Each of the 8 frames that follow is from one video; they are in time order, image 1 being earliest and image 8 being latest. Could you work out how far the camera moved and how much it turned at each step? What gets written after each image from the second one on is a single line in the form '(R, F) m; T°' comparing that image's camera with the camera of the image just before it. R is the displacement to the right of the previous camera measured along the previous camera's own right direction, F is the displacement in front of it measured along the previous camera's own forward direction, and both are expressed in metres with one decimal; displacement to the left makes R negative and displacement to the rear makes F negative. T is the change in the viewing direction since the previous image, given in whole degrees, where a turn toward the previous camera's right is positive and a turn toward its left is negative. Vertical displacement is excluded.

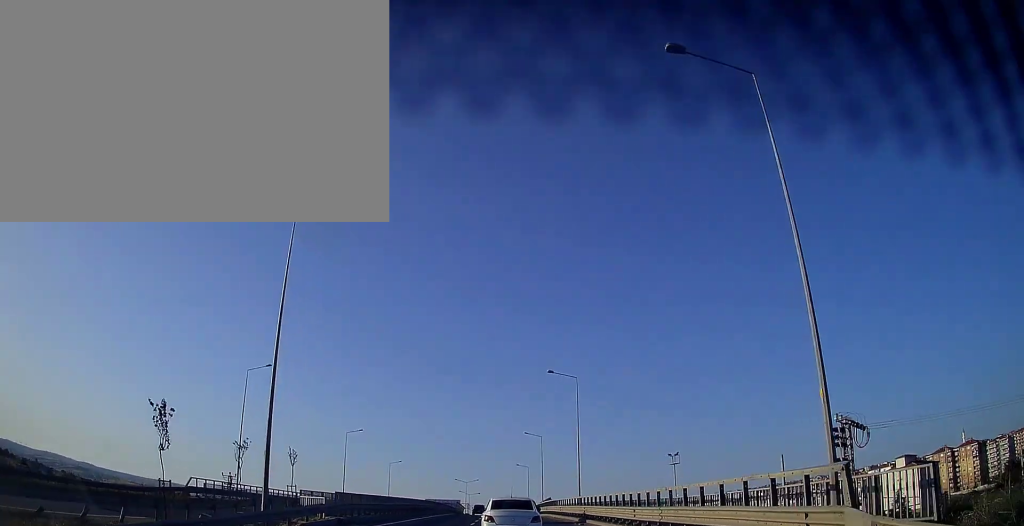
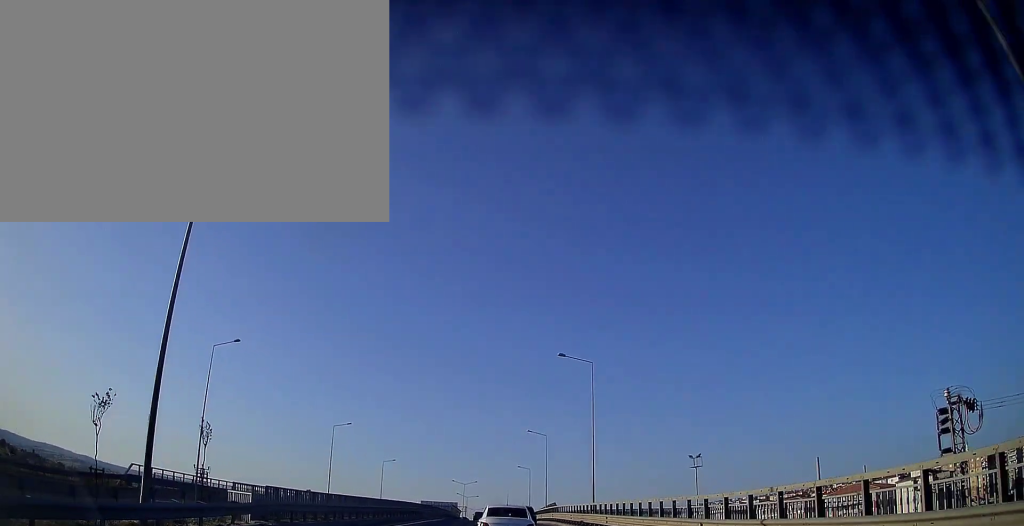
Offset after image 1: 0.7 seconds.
(+0.1, +8.1) m; +1°
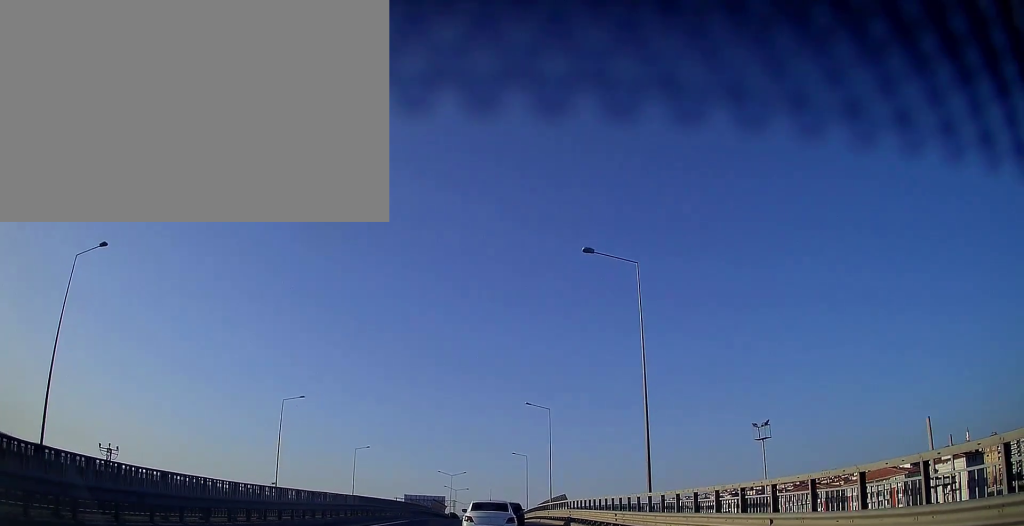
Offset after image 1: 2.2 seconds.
(0.0, +18.7) m; 0°
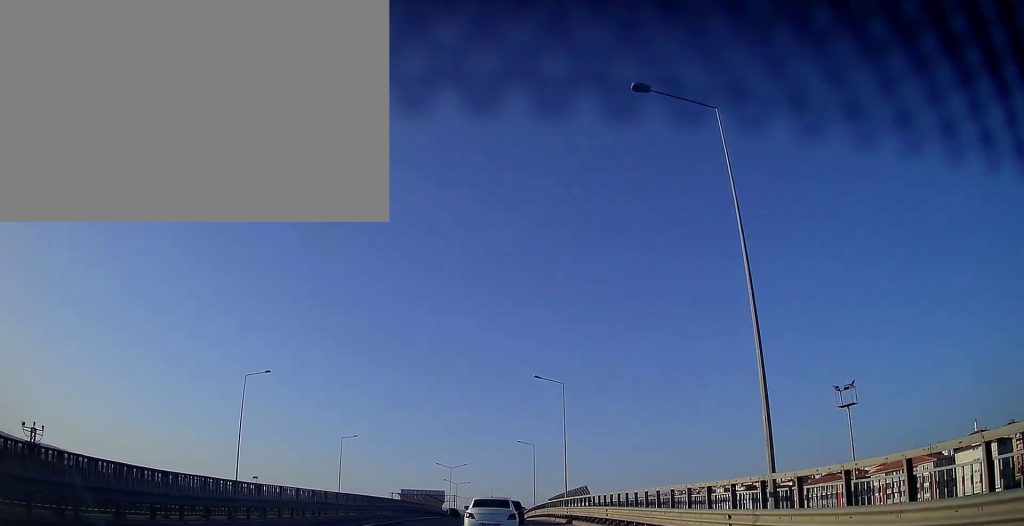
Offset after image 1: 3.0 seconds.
(0.0, +11.1) m; 0°
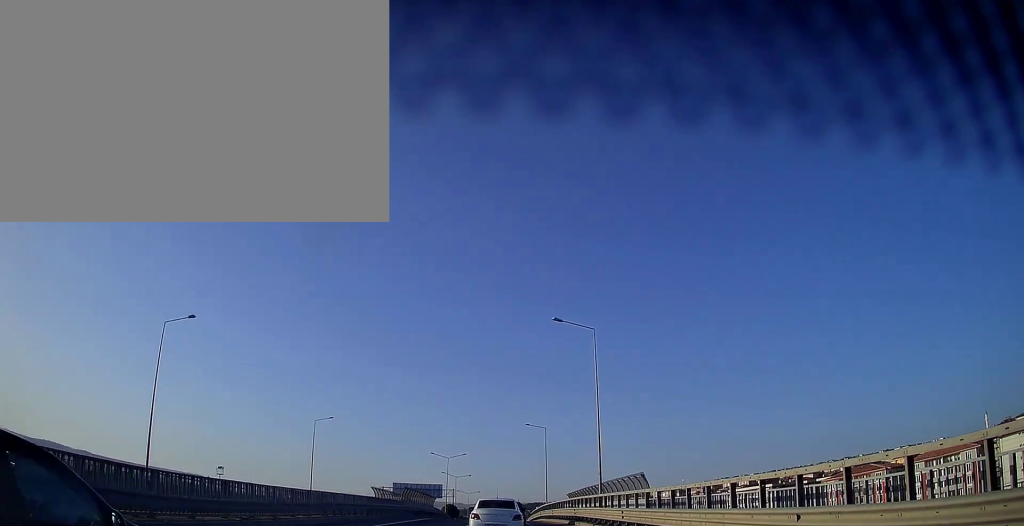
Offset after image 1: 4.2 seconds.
(0.0, +16.1) m; -1°
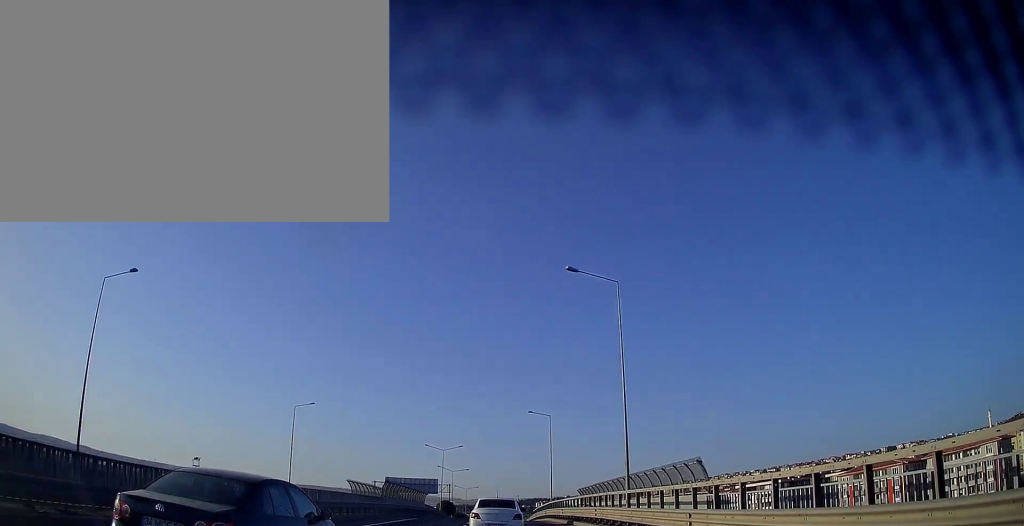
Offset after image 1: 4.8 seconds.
(-0.1, +8.3) m; 0°
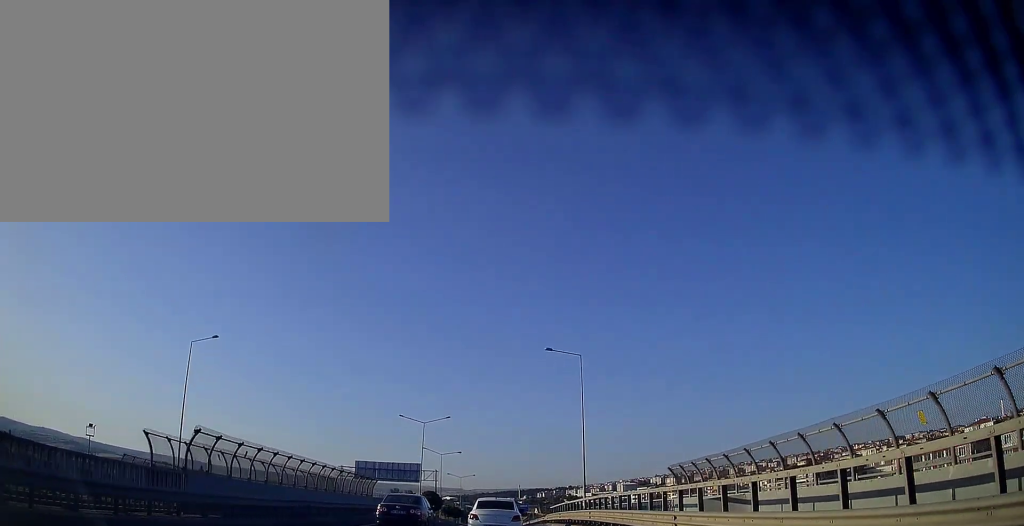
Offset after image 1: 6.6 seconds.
(+0.2, +27.0) m; 0°
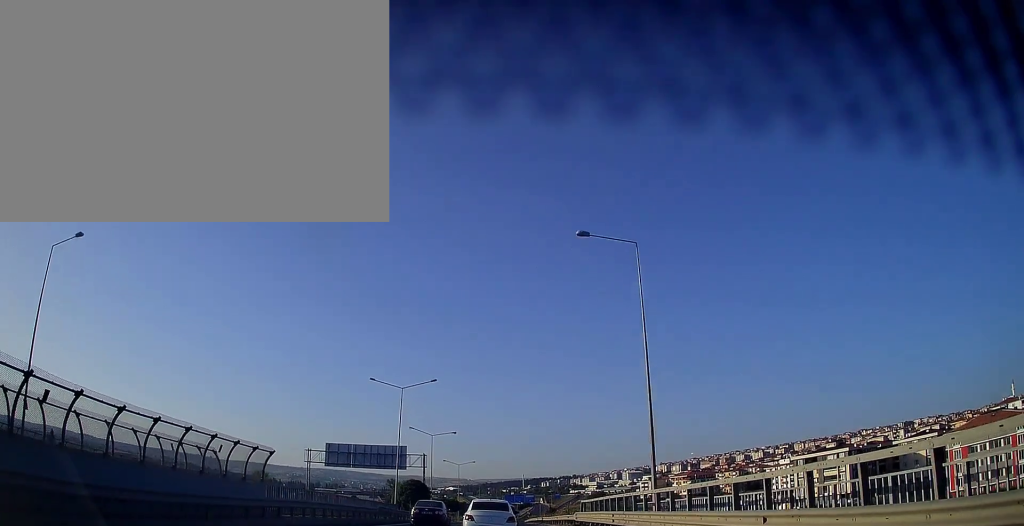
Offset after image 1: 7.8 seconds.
(-0.1, +18.7) m; 0°
